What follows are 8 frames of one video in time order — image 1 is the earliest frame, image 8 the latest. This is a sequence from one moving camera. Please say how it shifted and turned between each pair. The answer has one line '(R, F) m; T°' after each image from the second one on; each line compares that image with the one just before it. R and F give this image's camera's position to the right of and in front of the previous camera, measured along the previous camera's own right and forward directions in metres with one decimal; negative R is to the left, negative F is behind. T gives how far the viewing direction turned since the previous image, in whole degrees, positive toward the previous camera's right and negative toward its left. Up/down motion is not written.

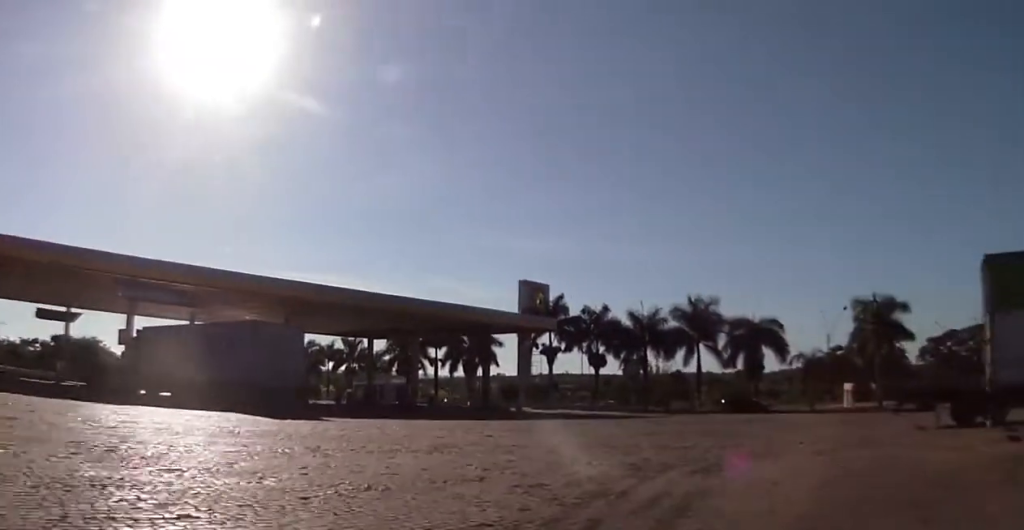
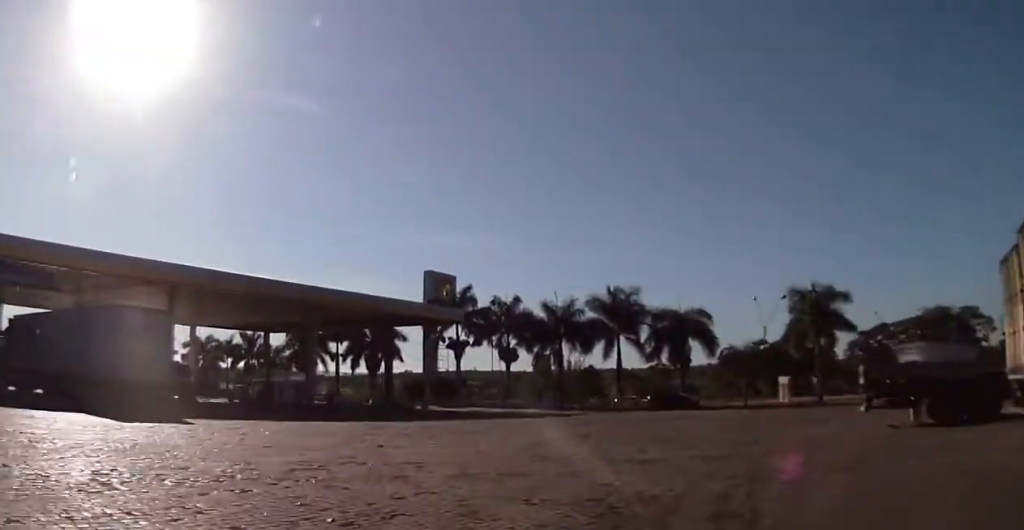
(+0.1, +5.2) m; +7°
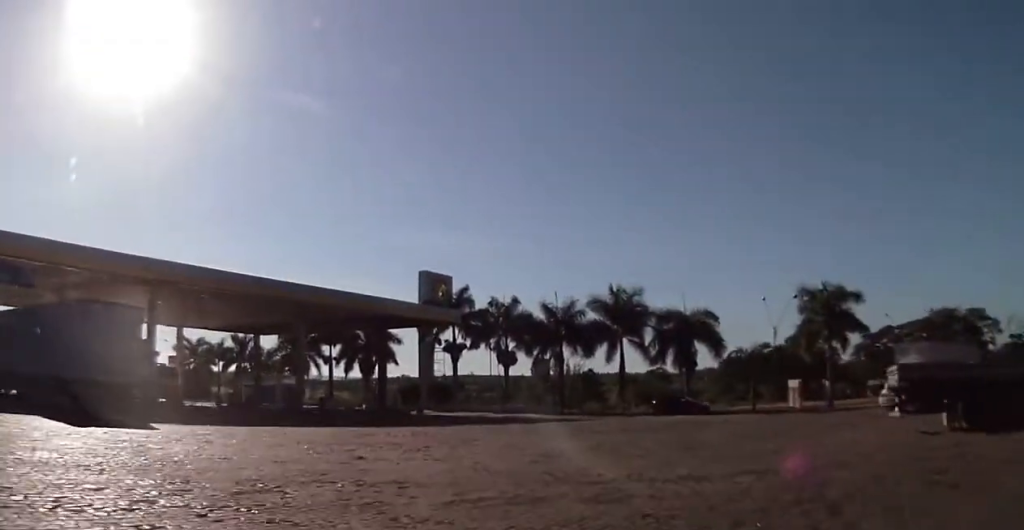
(+0.3, +2.4) m; +2°
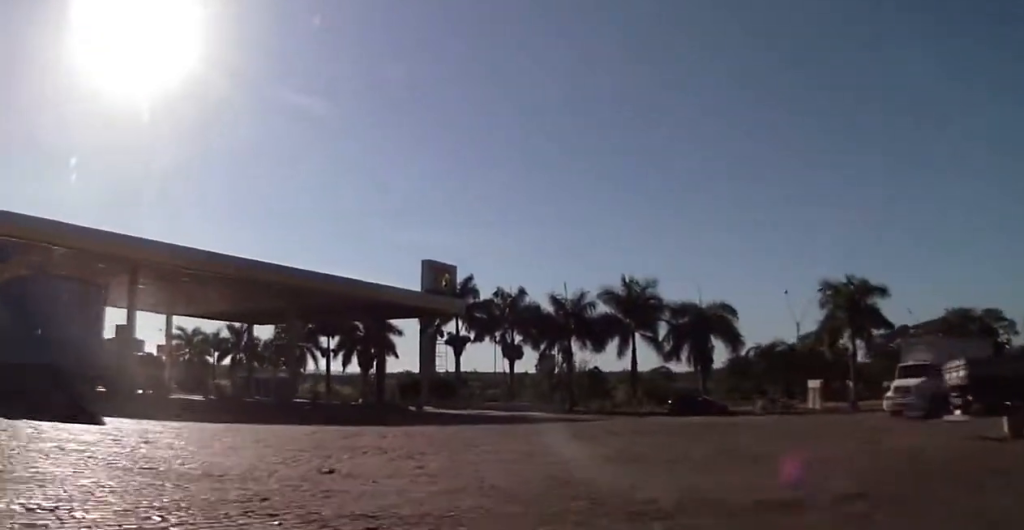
(+0.2, +3.0) m; +2°
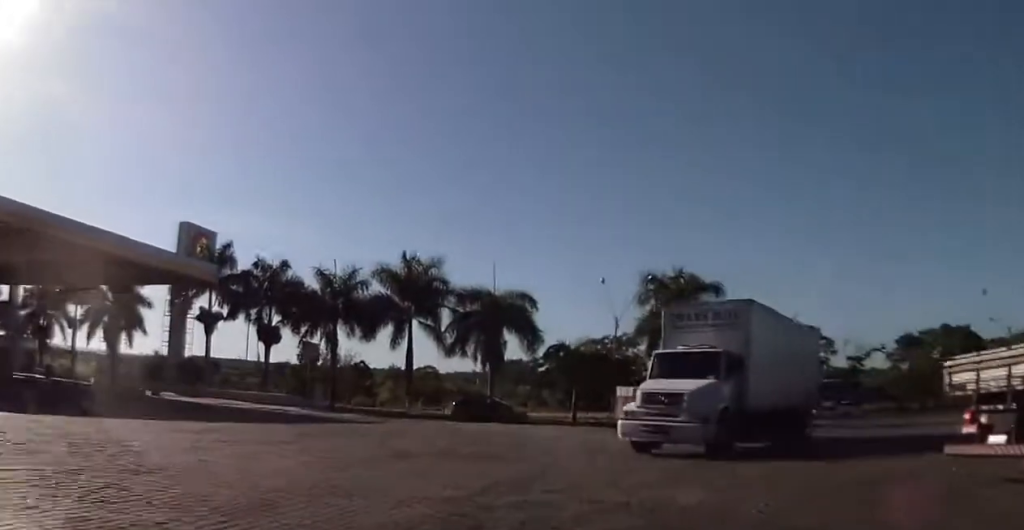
(0.0, +9.4) m; +12°
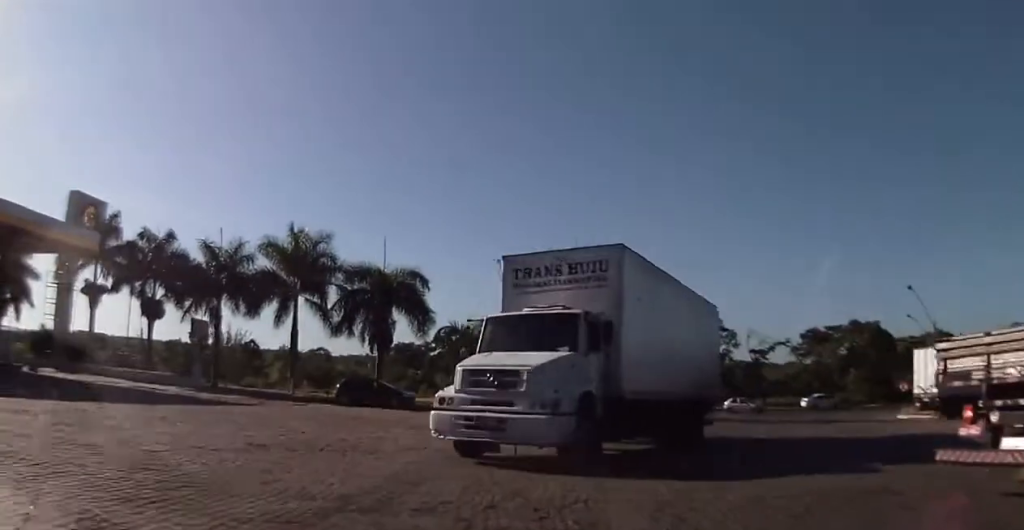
(+0.2, +2.8) m; +9°
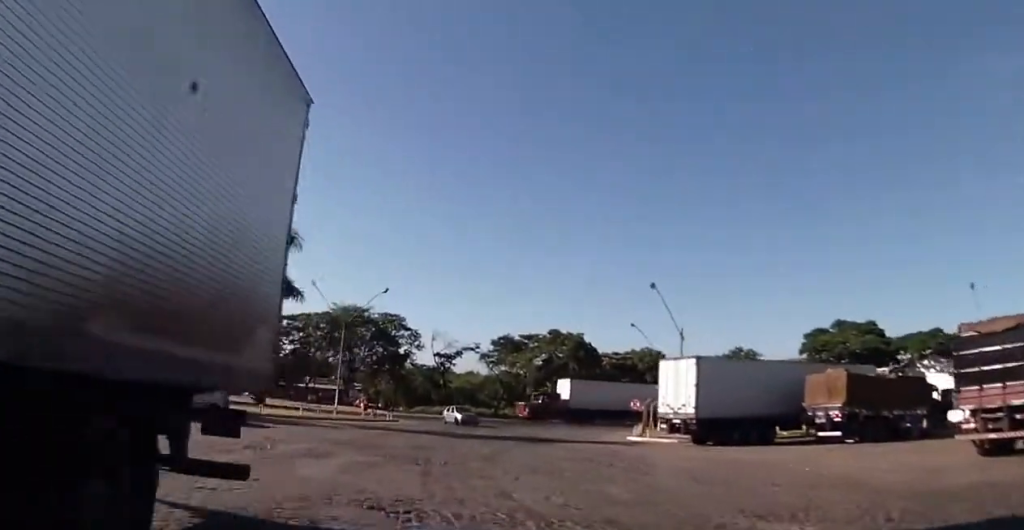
(+2.0, +7.8) m; +28°
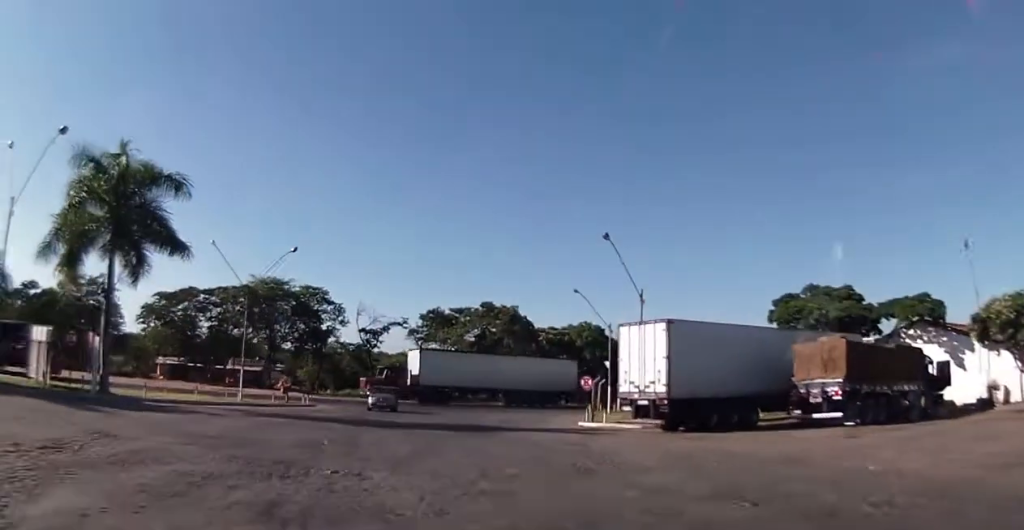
(+0.9, +5.4) m; +6°
